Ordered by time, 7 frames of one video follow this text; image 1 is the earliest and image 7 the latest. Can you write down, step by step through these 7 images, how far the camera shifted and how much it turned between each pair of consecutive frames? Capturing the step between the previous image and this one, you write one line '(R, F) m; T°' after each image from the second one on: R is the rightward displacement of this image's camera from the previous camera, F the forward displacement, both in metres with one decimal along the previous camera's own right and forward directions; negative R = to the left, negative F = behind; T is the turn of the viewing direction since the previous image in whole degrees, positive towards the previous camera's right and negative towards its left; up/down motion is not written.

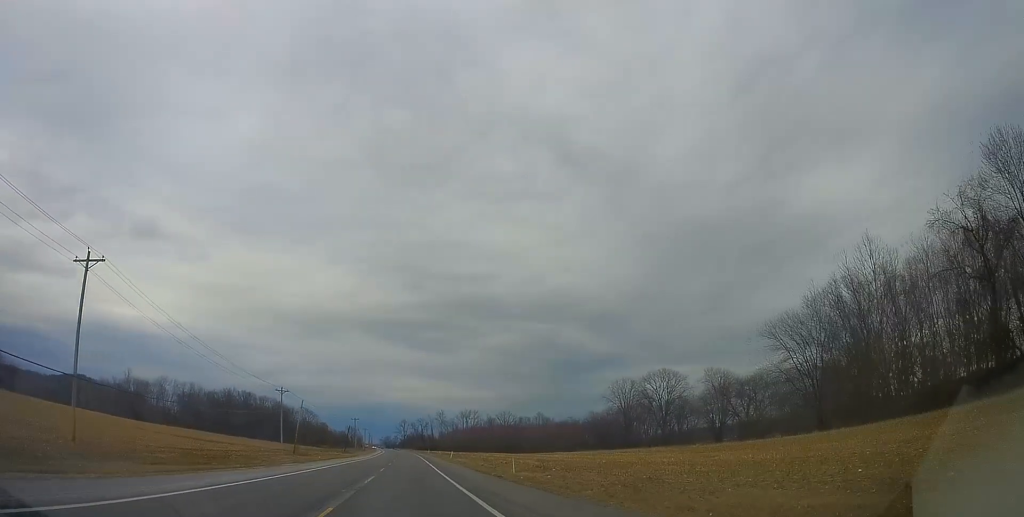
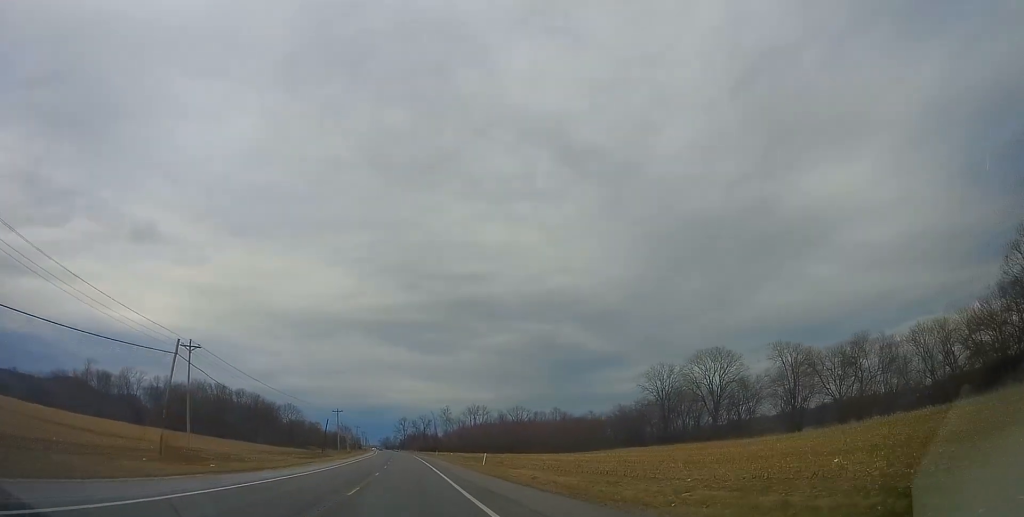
(-0.7, +43.2) m; -1°
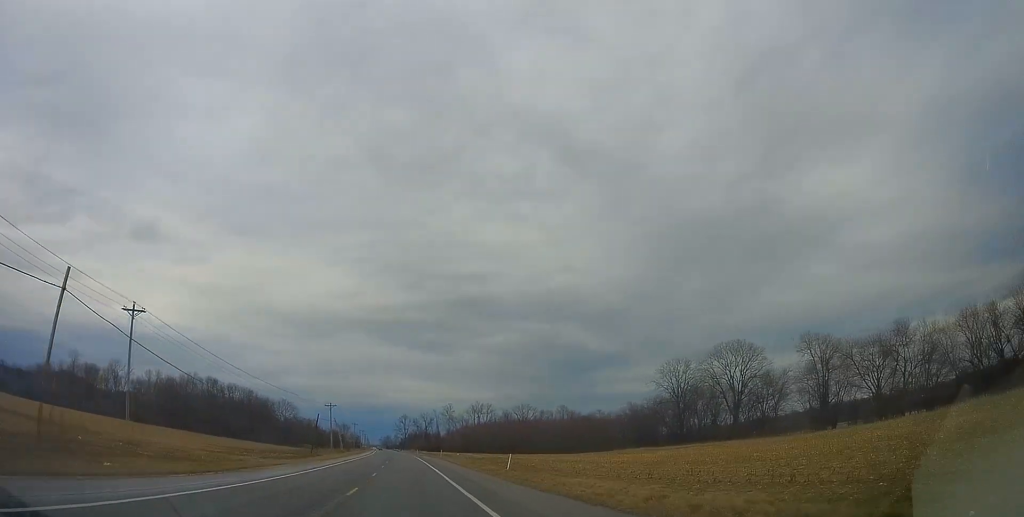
(+0.3, +13.5) m; 0°
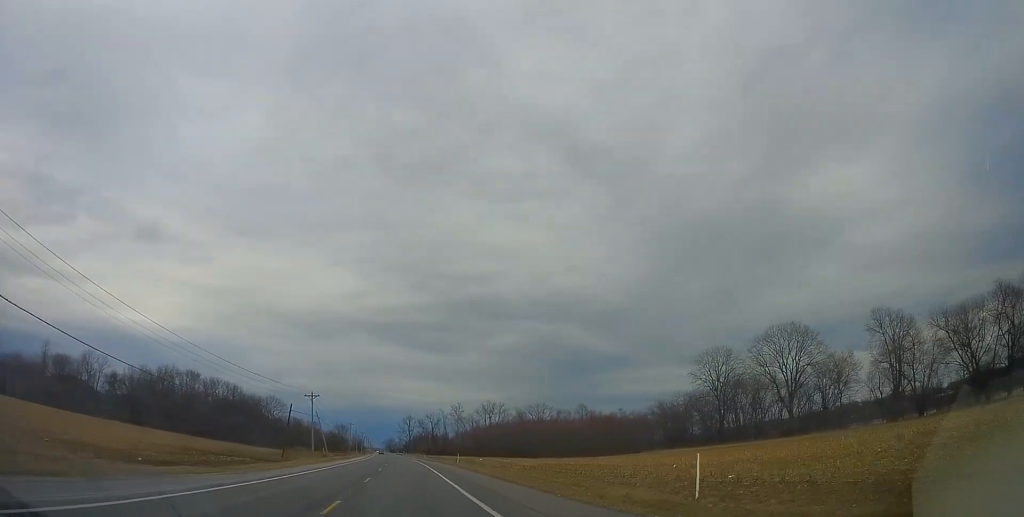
(-0.2, +27.9) m; 0°
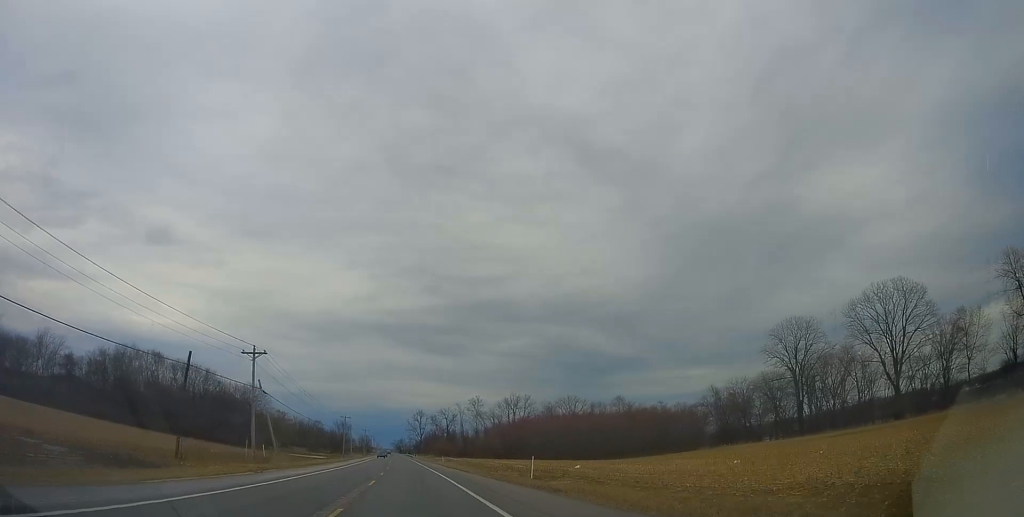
(+0.3, +40.2) m; 0°
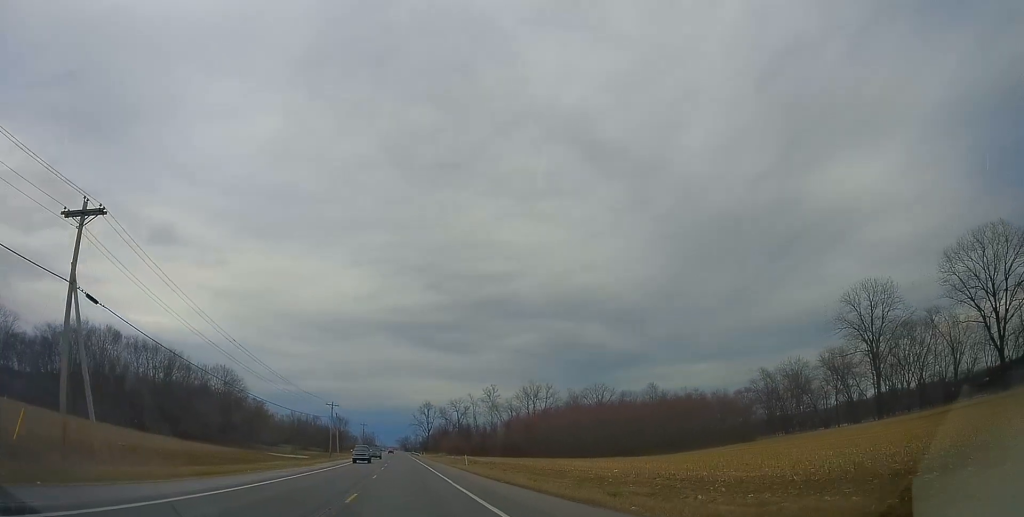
(-0.6, +31.2) m; -1°
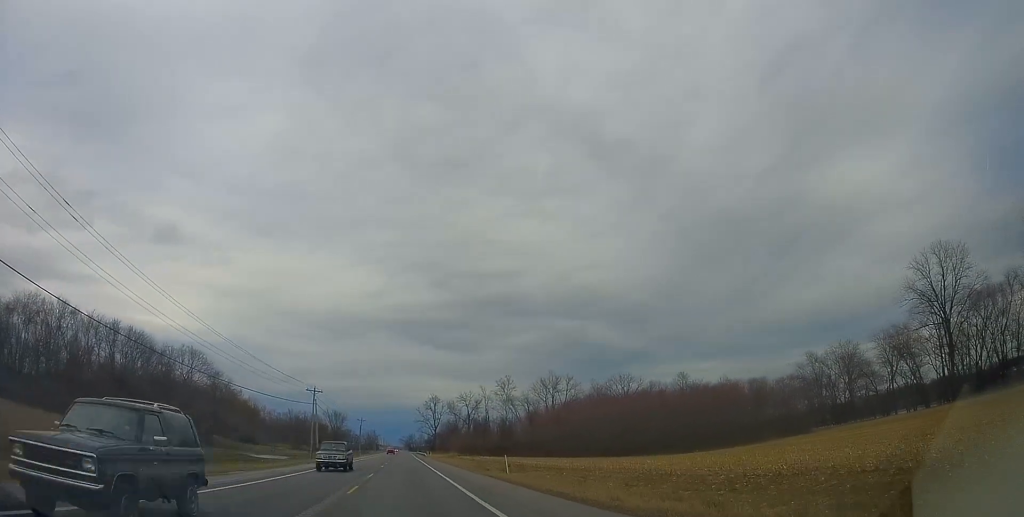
(0.0, +24.0) m; 0°
